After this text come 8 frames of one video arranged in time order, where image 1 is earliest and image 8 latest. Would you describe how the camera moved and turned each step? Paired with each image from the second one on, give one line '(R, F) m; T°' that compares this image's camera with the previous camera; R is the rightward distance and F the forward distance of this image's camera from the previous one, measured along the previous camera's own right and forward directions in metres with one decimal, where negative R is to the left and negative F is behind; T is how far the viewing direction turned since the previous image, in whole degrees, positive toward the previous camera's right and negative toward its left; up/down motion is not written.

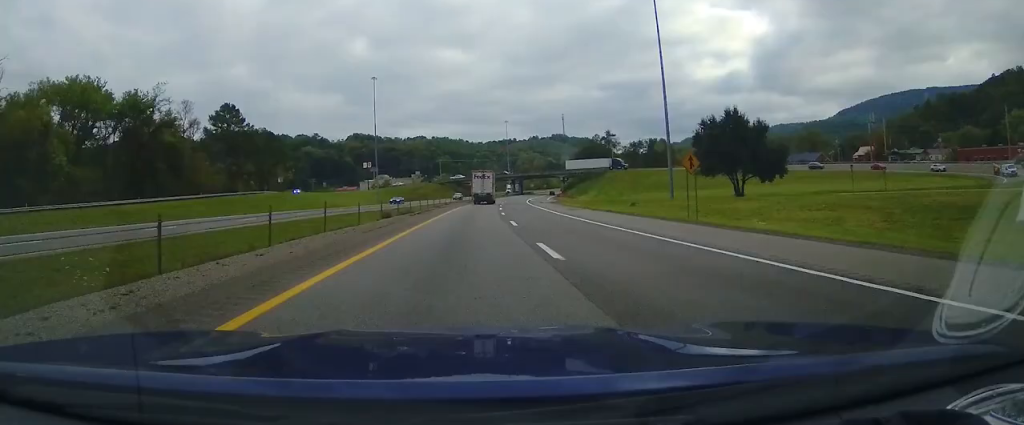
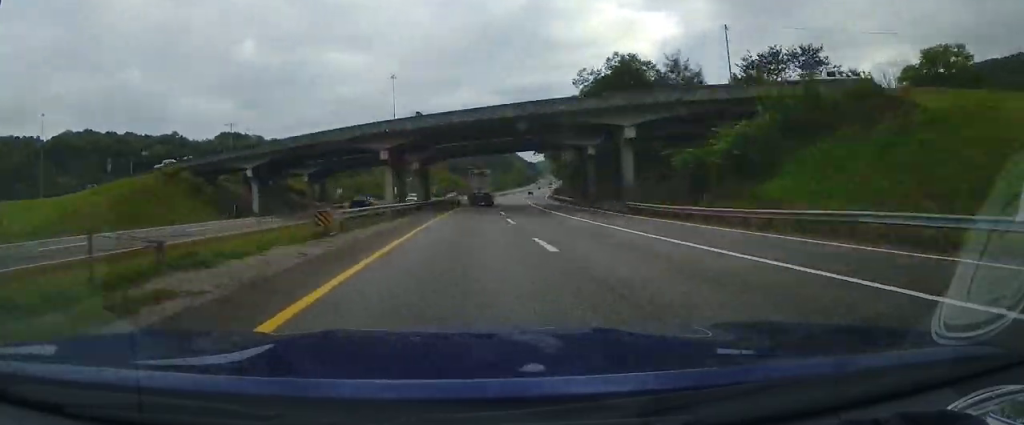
(+13.3, +154.9) m; +10°
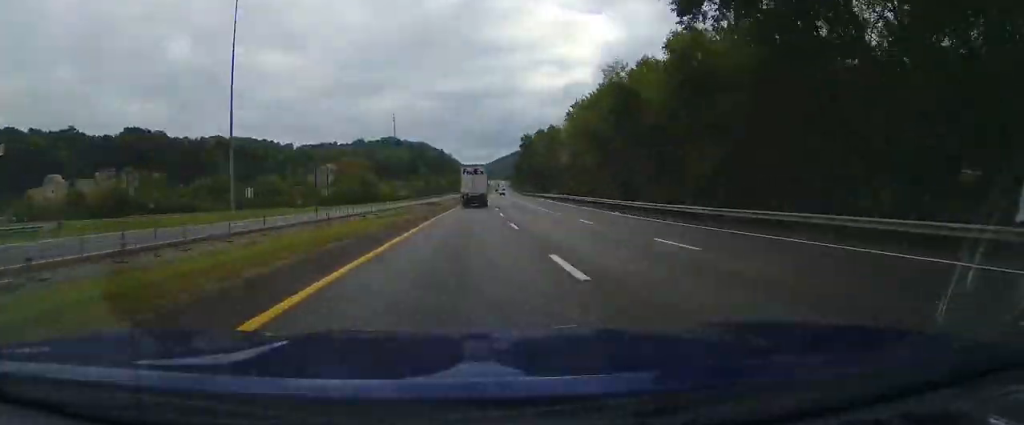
(+6.0, +102.4) m; +4°
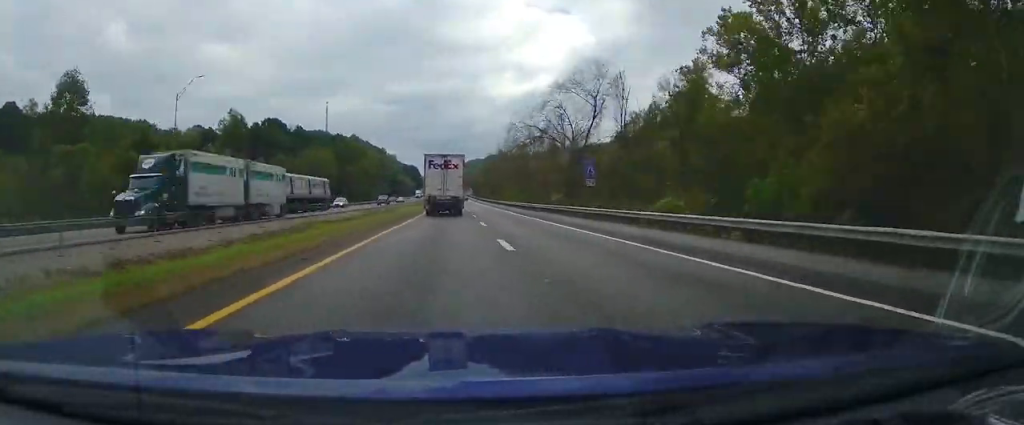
(+11.5, +255.6) m; +3°
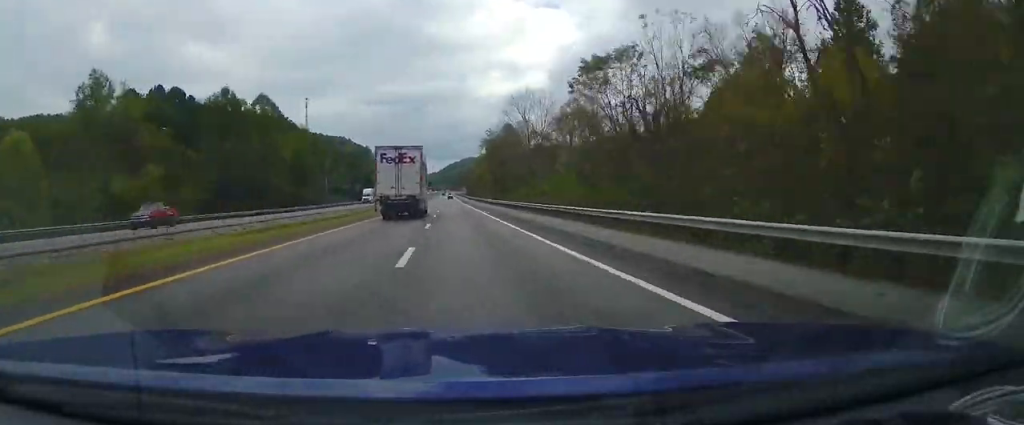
(+0.6, +76.9) m; 0°
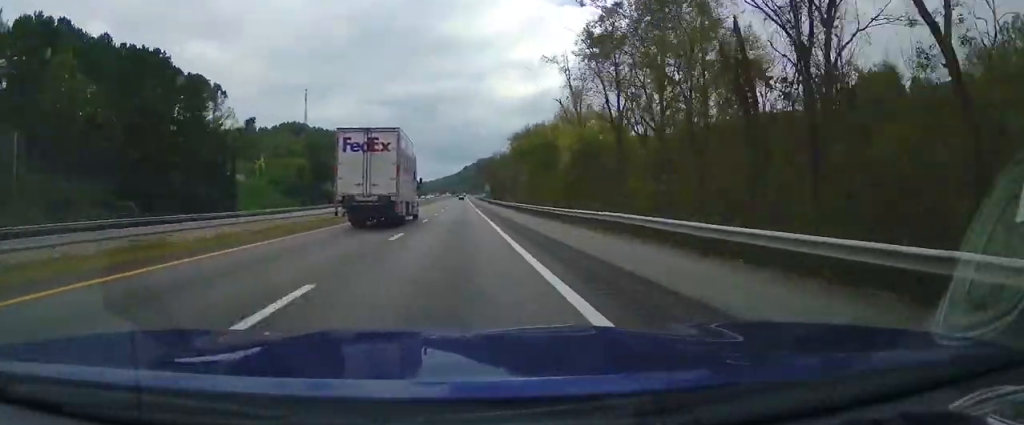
(-1.0, +104.6) m; -1°
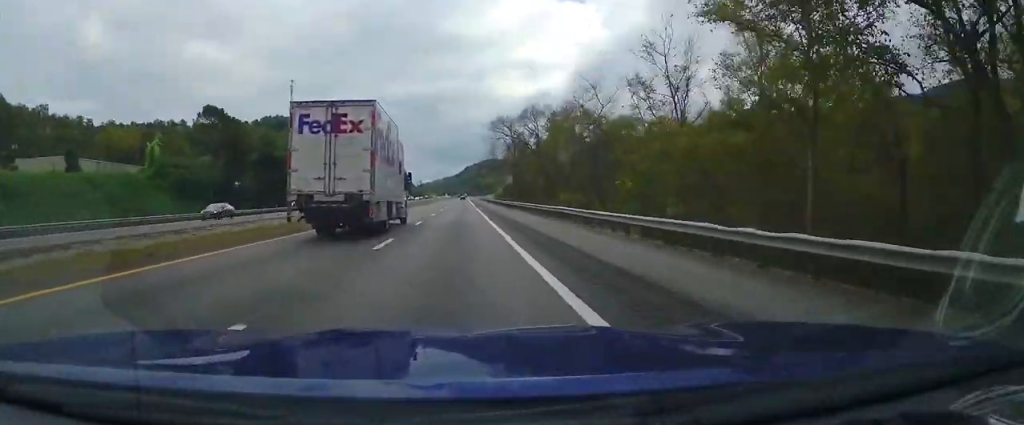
(-0.5, +78.0) m; 0°
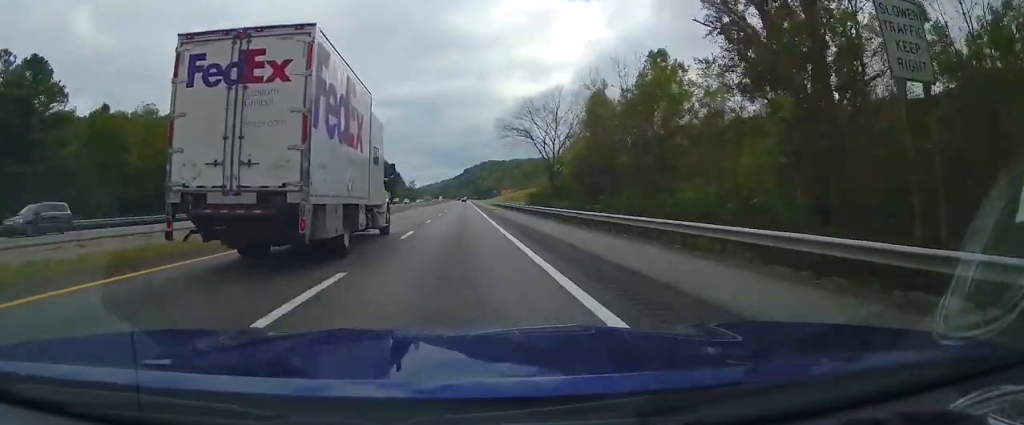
(-0.2, +82.9) m; 0°
